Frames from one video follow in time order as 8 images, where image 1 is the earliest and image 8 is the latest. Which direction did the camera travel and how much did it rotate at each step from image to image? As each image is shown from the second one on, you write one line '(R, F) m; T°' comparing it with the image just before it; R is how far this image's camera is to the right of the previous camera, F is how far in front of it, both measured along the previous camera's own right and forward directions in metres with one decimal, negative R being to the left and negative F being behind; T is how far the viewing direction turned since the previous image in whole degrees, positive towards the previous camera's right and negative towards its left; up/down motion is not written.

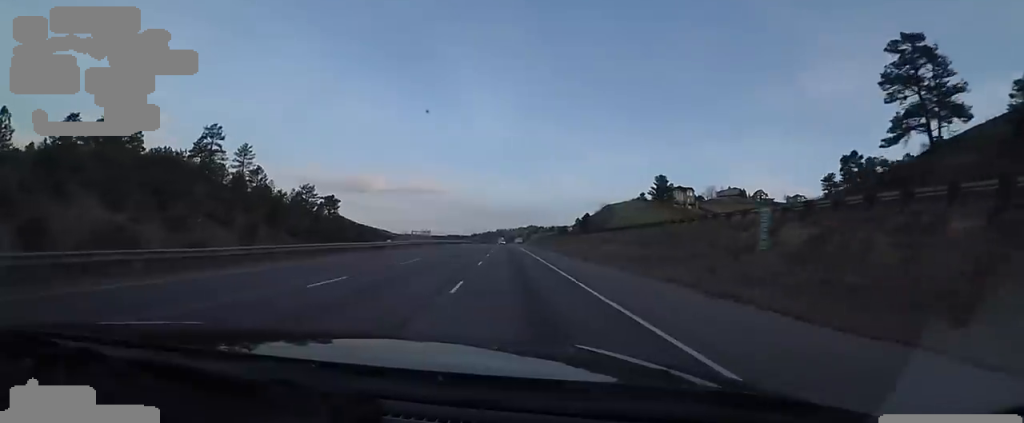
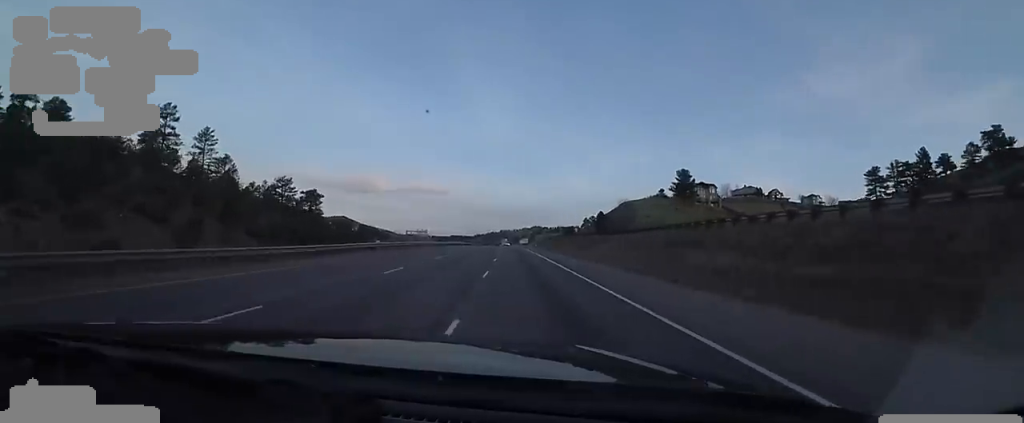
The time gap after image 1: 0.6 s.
(-0.7, +18.3) m; 0°
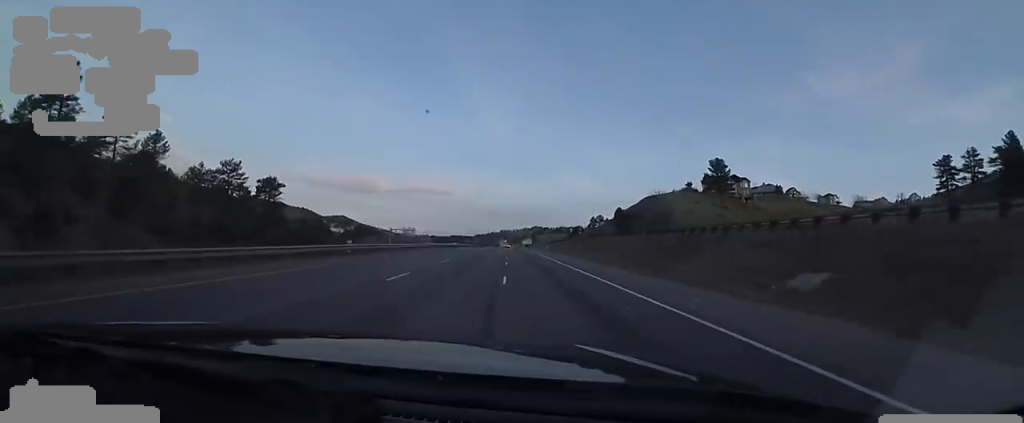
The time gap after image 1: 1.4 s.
(+0.8, +25.9) m; 0°
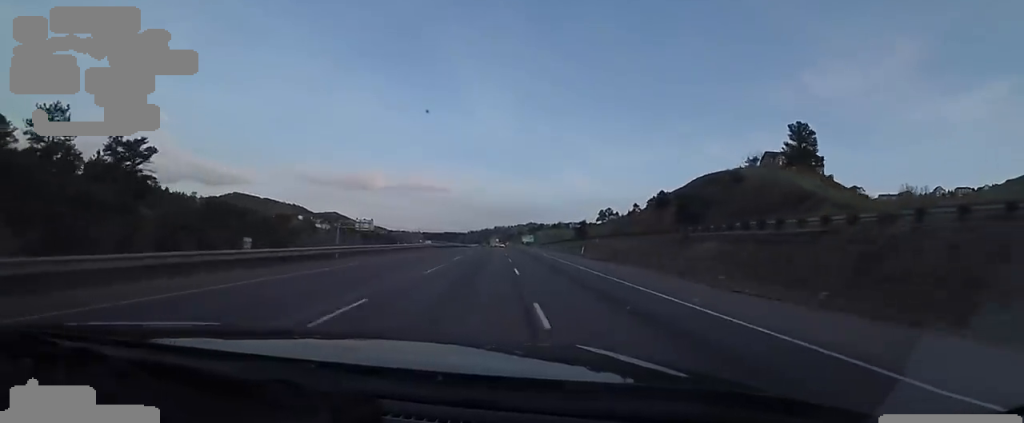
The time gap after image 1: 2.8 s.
(-0.4, +43.6) m; +1°
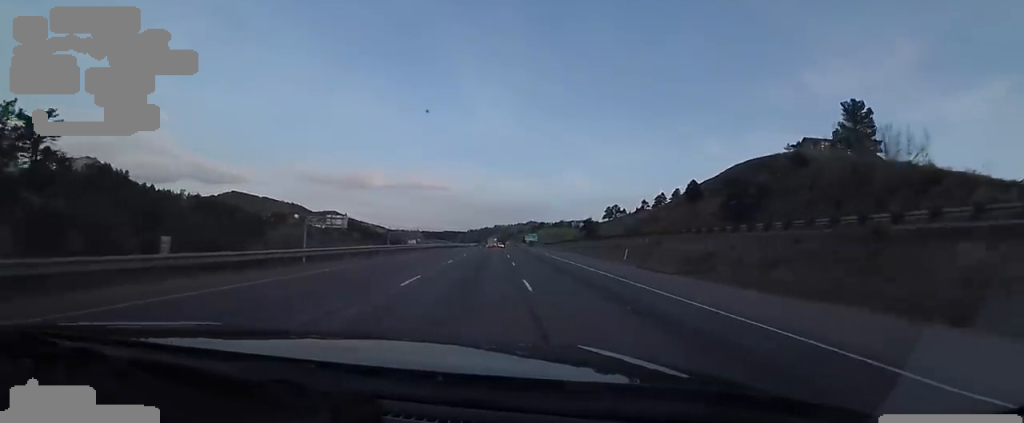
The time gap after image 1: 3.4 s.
(+0.9, +17.7) m; 0°
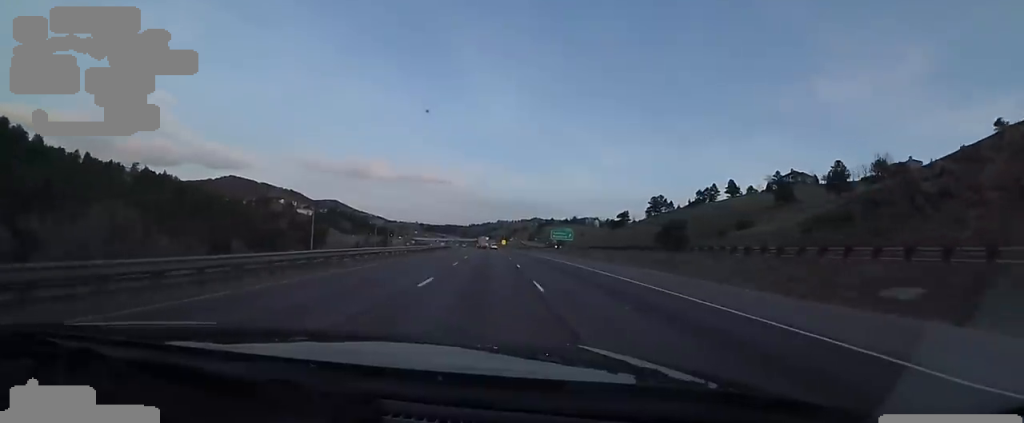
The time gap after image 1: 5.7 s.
(+0.1, +71.9) m; +1°
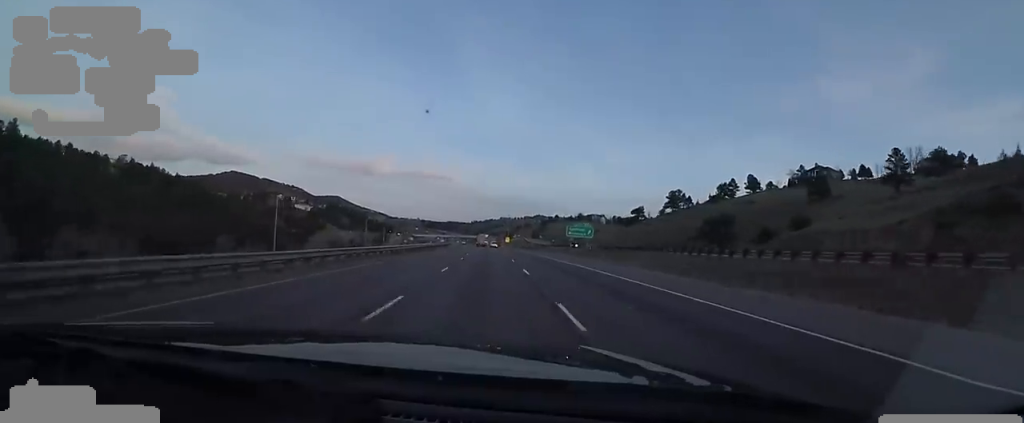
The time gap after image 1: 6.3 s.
(-0.8, +17.7) m; 0°
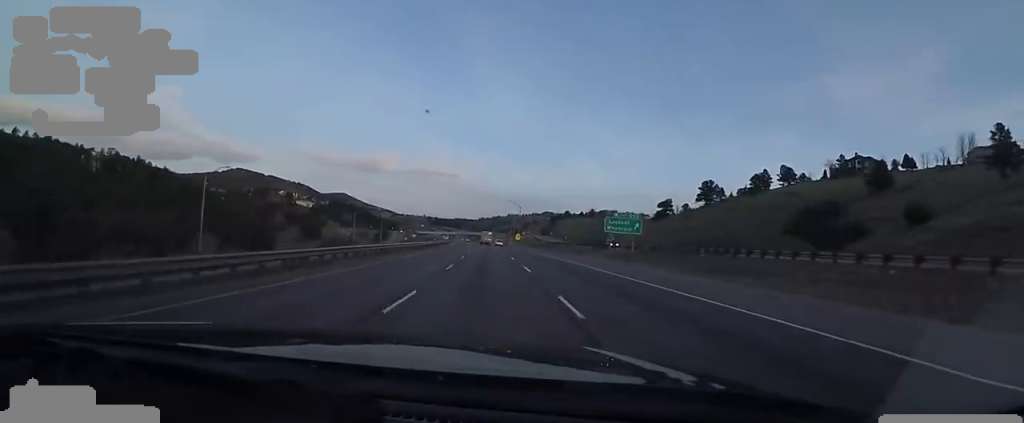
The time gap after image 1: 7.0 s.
(-0.1, +23.1) m; 0°
